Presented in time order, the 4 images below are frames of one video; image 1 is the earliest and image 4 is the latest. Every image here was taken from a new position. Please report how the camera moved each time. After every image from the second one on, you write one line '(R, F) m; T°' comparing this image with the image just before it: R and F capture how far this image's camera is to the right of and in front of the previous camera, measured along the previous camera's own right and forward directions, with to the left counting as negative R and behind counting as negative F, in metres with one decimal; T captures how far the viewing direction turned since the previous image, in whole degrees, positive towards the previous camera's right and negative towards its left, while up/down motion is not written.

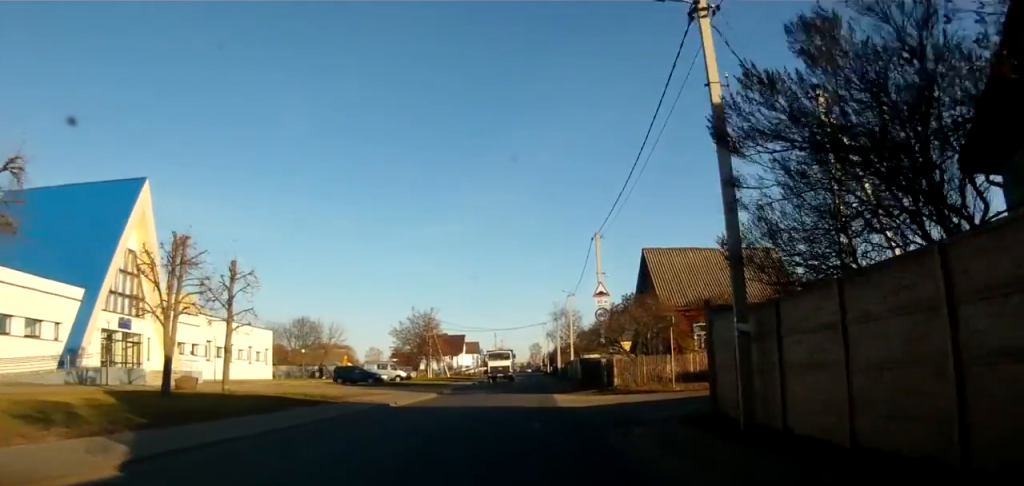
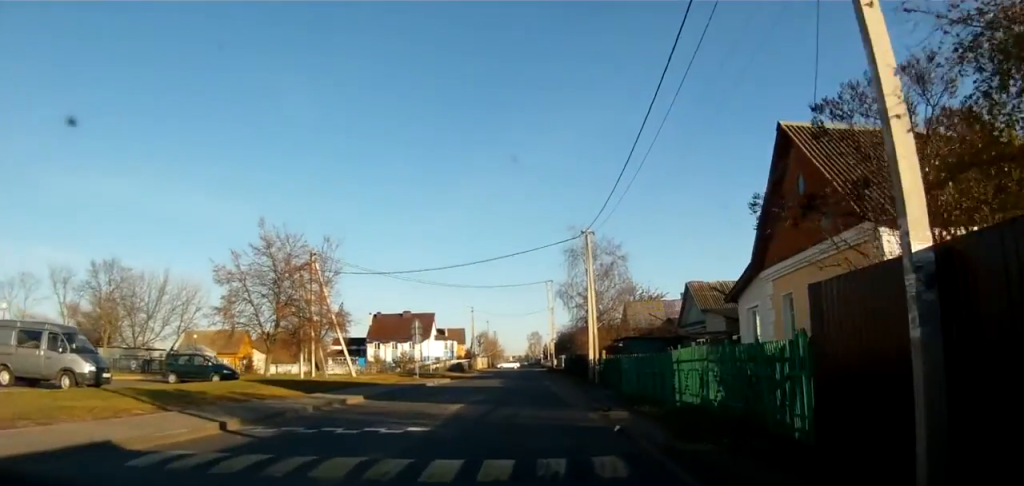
(-1.3, +43.5) m; -2°
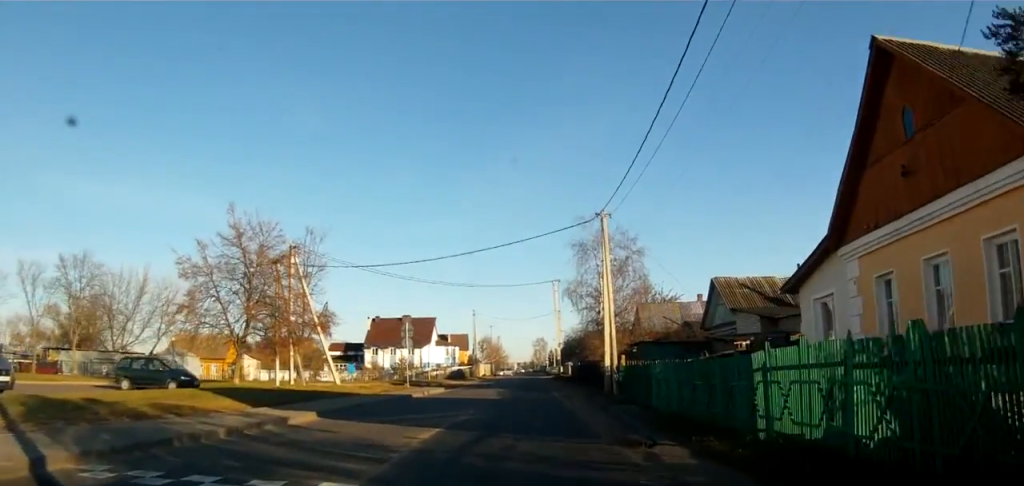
(0.0, +4.6) m; 0°
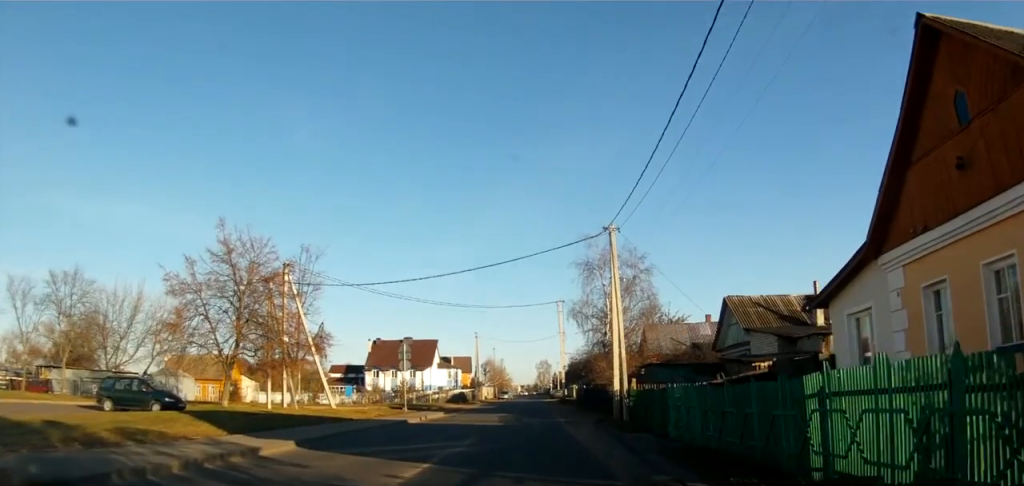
(0.0, +1.9) m; 0°
